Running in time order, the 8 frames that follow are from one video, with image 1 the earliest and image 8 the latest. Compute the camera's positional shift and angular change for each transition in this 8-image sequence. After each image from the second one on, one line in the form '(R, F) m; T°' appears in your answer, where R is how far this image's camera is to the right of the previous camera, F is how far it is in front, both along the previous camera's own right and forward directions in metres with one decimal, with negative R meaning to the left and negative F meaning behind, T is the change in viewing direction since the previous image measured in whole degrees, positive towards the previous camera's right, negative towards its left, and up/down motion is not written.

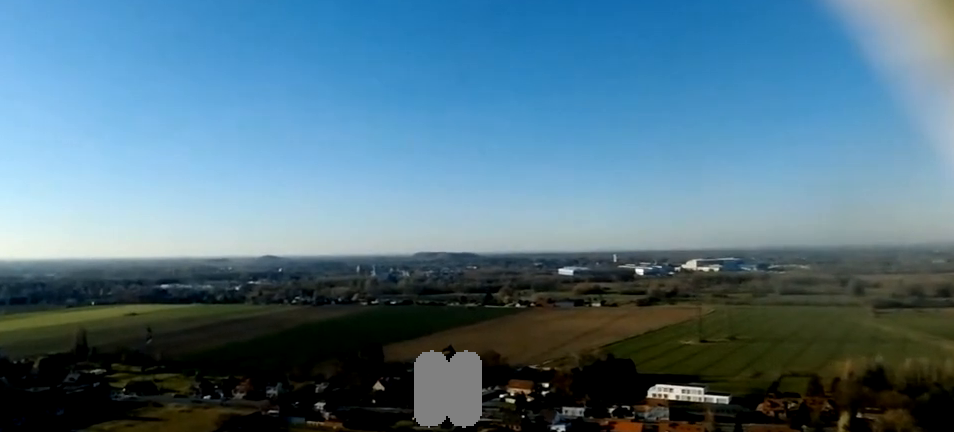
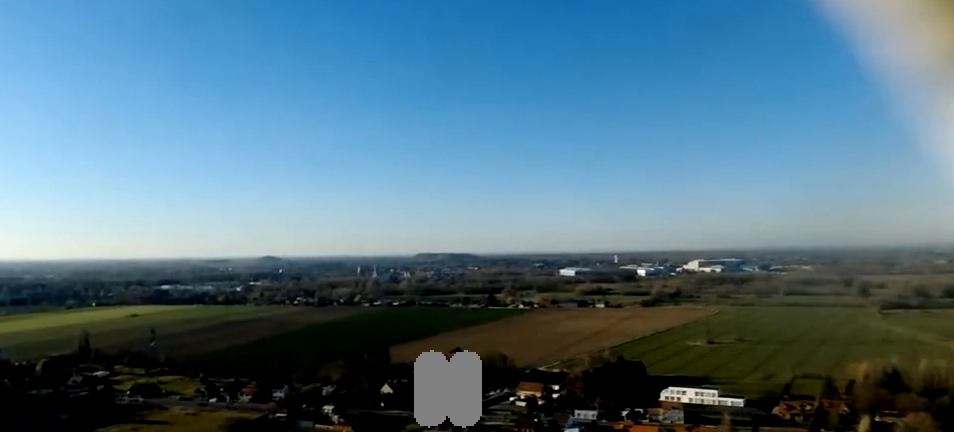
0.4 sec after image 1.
(+0.1, +7.1) m; +5°
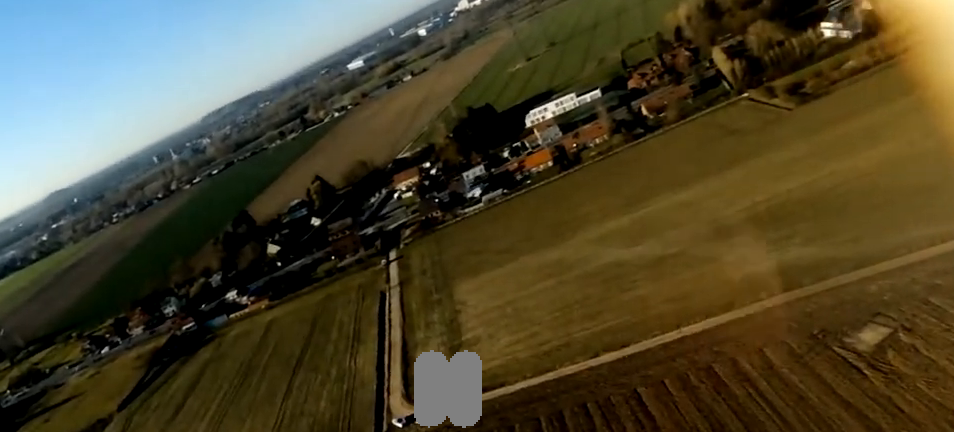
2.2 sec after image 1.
(+8.3, +30.6) m; +41°
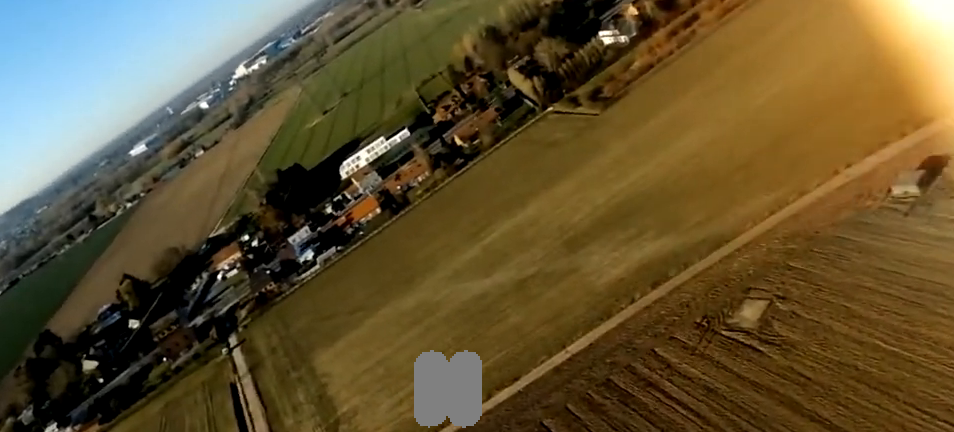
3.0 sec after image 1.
(+2.9, +11.4) m; +24°
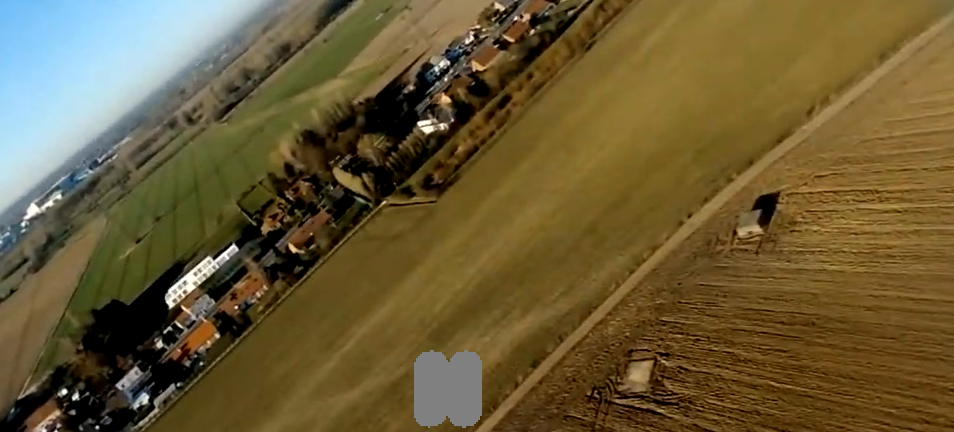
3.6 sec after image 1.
(+1.5, +9.1) m; +19°
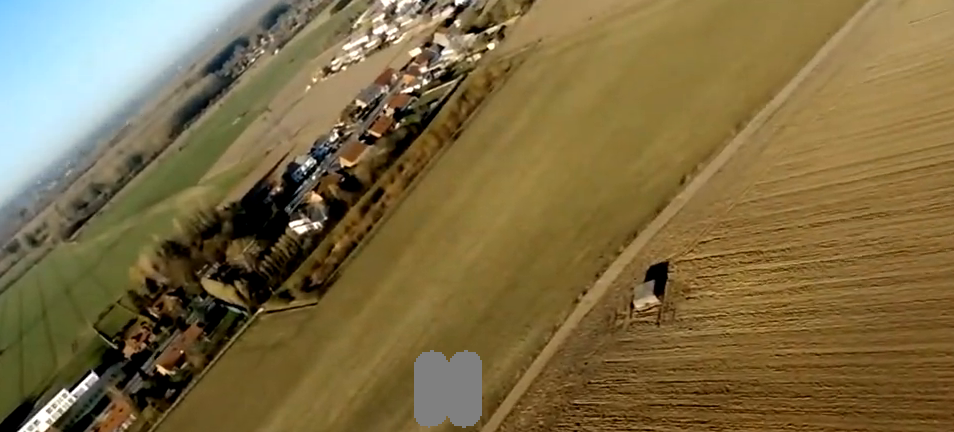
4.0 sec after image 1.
(+1.2, +7.2) m; +13°
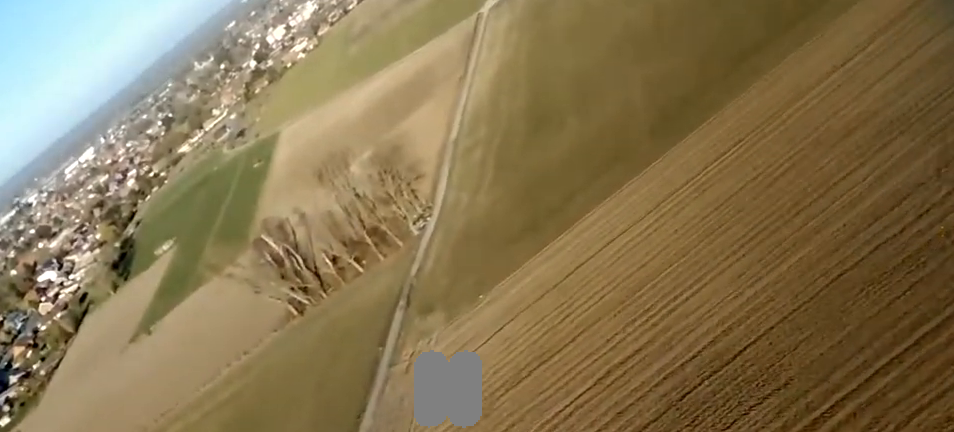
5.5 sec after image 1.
(+6.7, +22.4) m; +28°
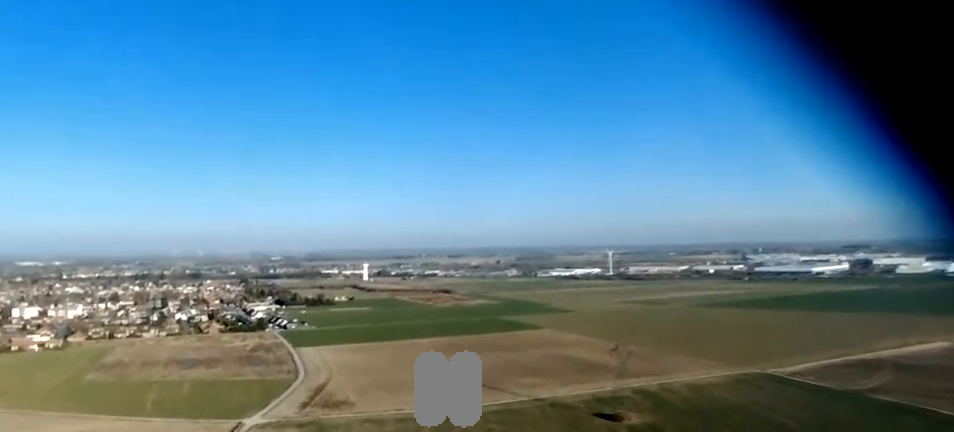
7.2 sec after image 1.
(+1.7, +19.9) m; 0°
